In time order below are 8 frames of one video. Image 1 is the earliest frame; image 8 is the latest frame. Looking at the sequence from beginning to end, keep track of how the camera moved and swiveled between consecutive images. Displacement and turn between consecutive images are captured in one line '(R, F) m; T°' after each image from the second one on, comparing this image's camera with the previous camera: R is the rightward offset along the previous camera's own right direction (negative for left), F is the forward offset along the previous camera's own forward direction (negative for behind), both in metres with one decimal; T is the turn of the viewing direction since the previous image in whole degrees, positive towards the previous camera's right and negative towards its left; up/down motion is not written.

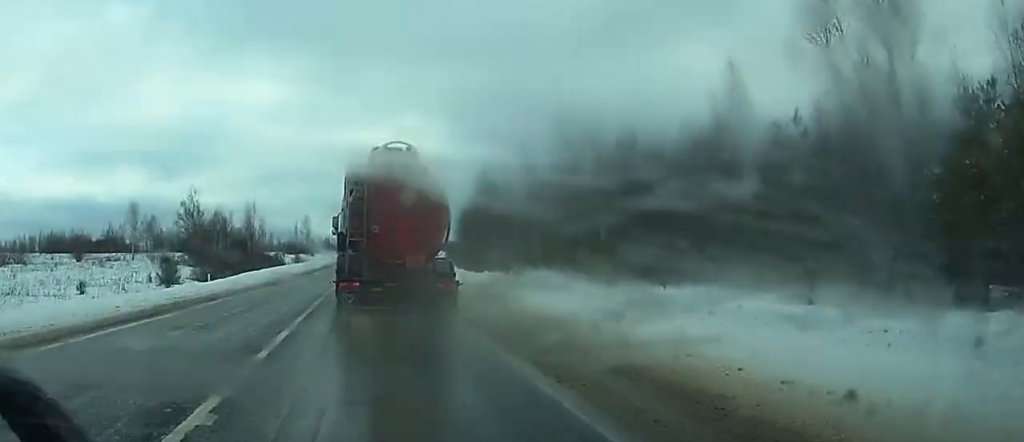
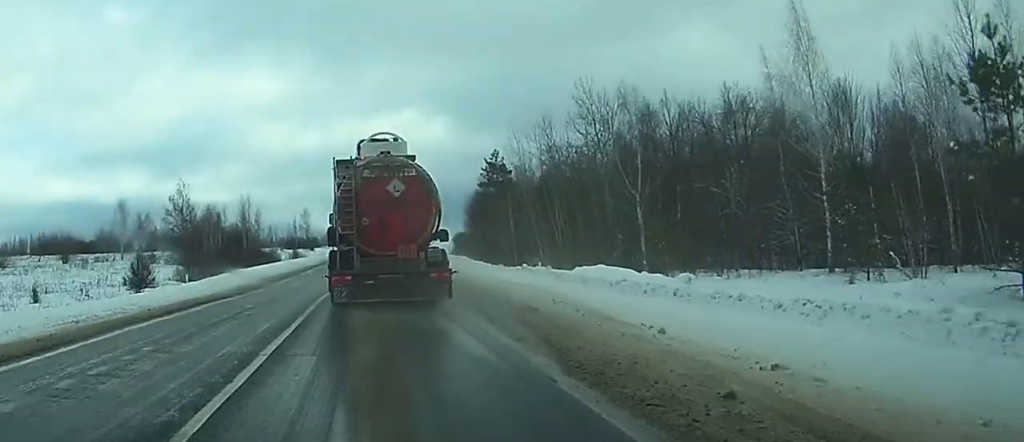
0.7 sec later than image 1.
(0.0, +10.1) m; 0°
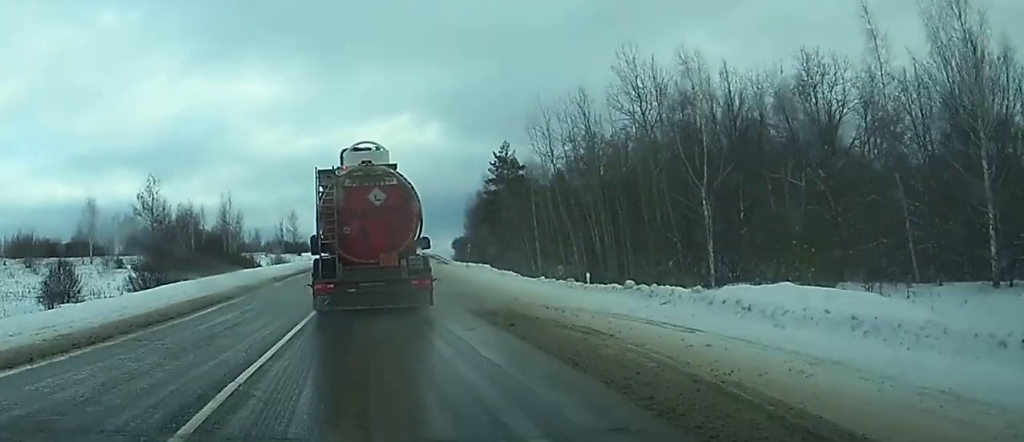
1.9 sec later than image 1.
(0.0, +15.3) m; 0°
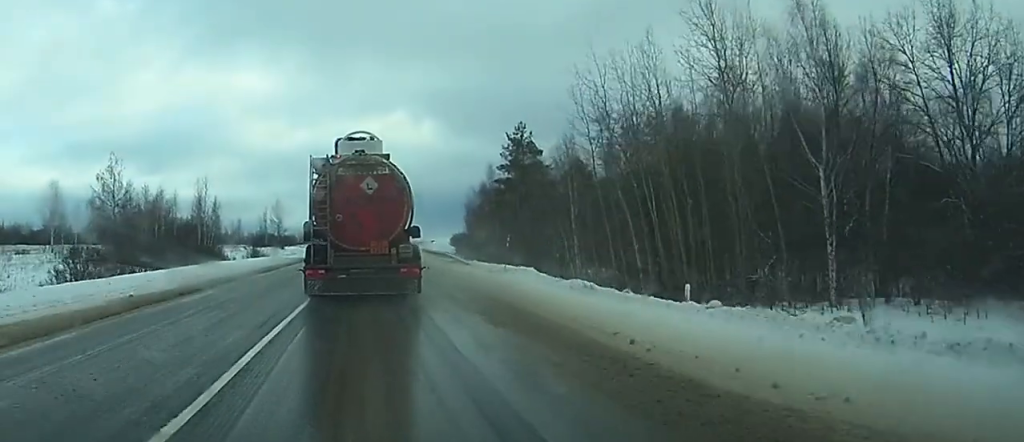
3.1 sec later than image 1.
(+0.1, +16.0) m; 0°
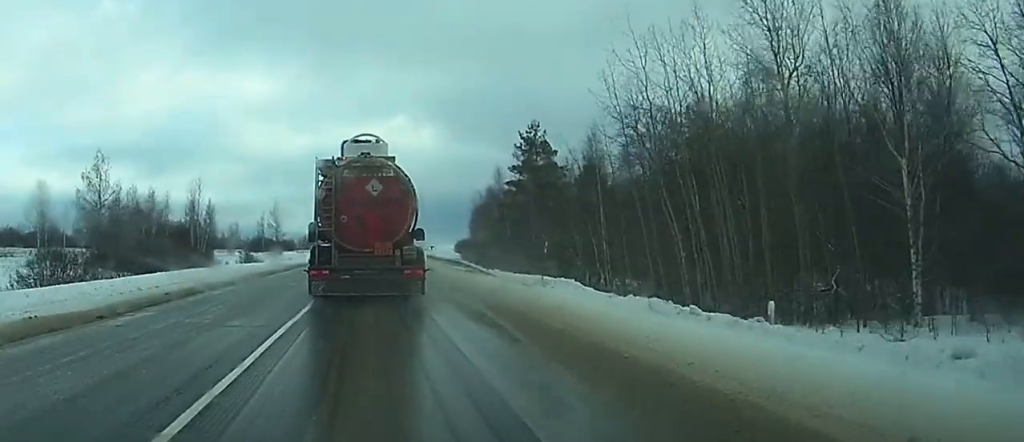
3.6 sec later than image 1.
(0.0, +6.7) m; 0°
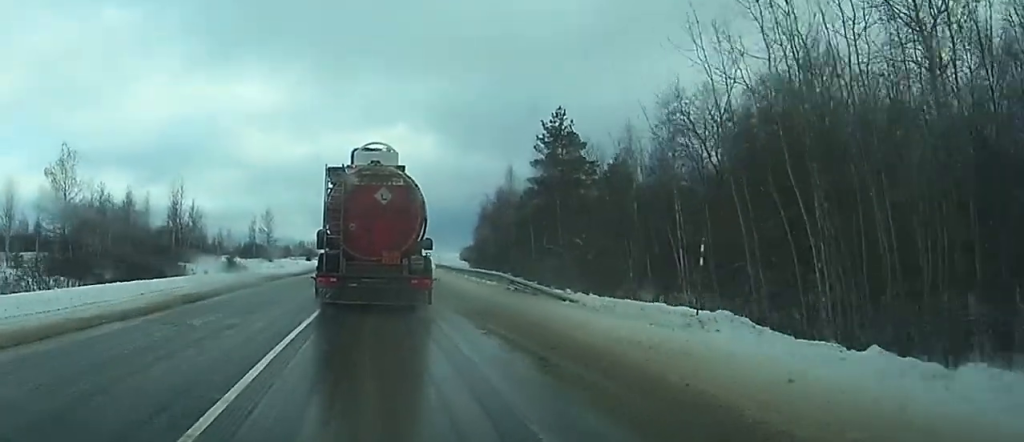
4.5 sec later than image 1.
(+0.1, +12.4) m; +1°
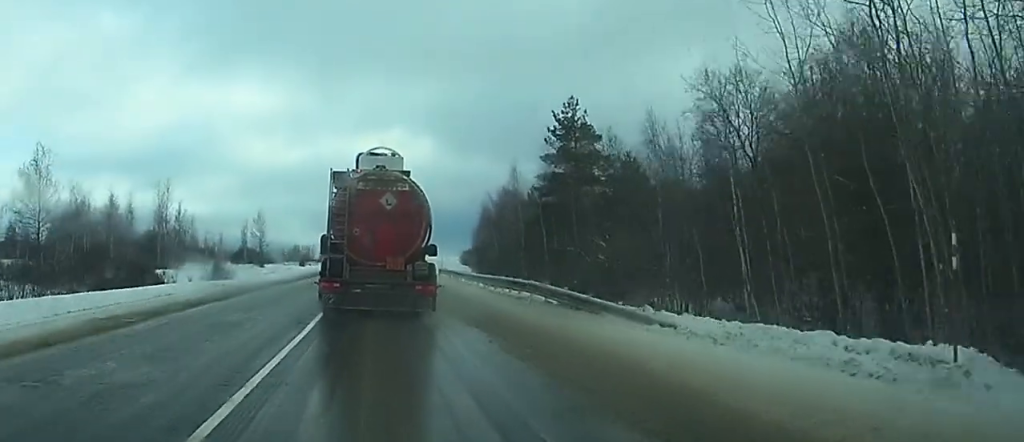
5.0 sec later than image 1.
(0.0, +6.6) m; 0°
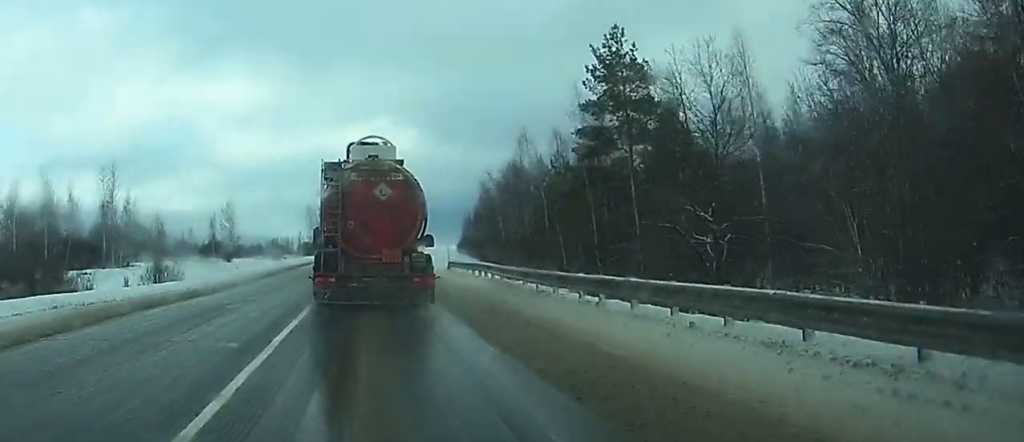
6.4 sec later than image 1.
(0.0, +18.2) m; +1°
